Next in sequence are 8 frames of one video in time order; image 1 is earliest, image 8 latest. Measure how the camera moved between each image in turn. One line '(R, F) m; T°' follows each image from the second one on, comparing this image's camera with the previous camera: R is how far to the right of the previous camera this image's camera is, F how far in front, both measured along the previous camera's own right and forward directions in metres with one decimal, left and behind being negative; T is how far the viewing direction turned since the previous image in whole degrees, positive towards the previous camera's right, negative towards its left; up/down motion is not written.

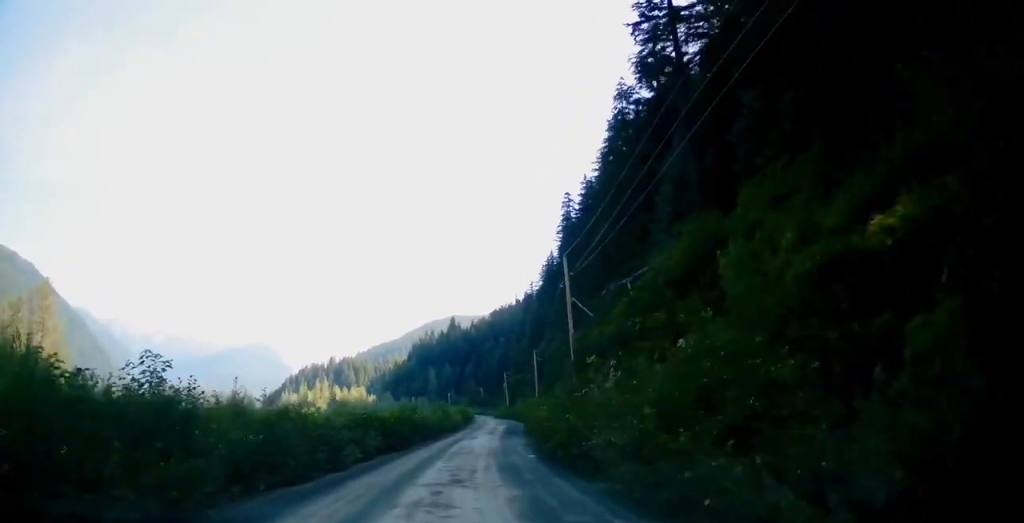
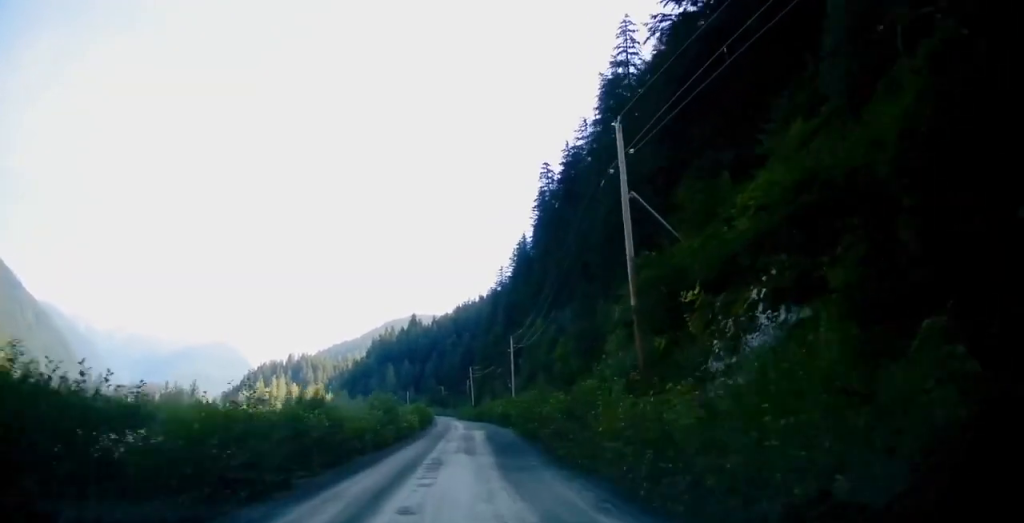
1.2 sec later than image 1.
(+1.0, +23.2) m; +4°
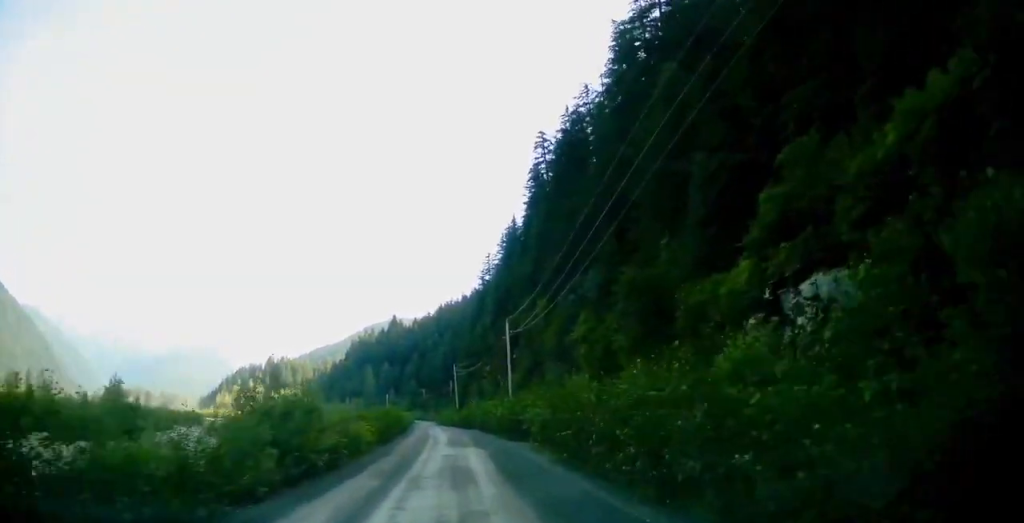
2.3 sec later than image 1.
(+0.2, +20.7) m; 0°
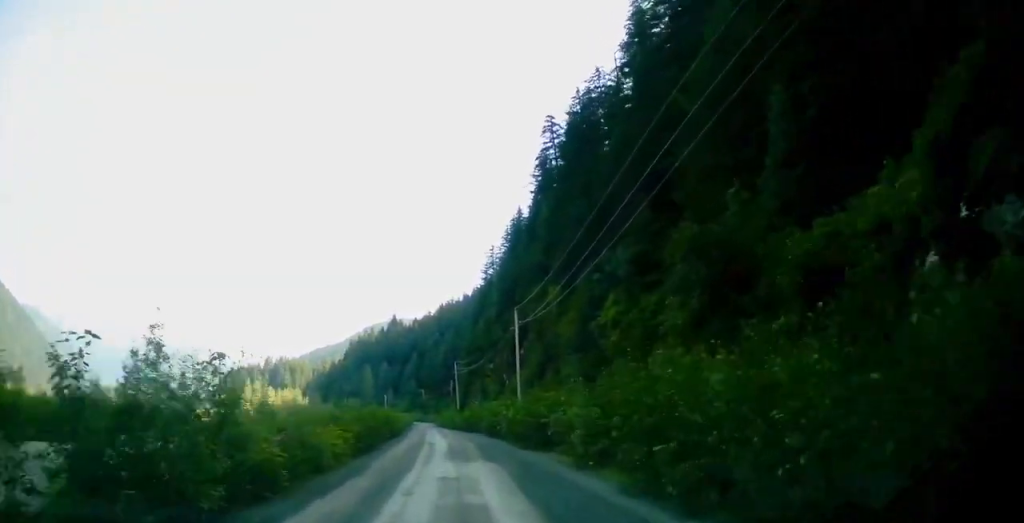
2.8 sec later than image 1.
(-0.1, +8.8) m; 0°
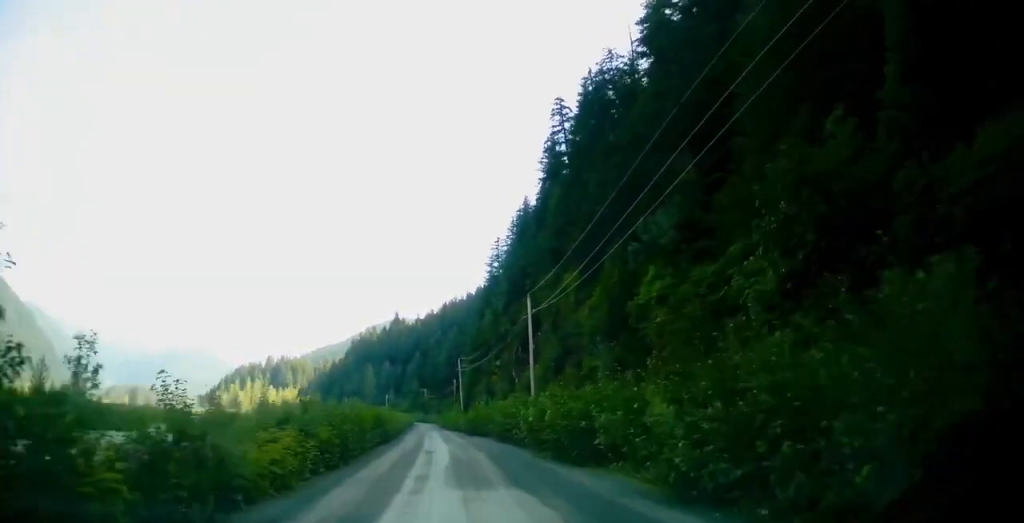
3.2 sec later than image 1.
(-0.1, +8.2) m; 0°
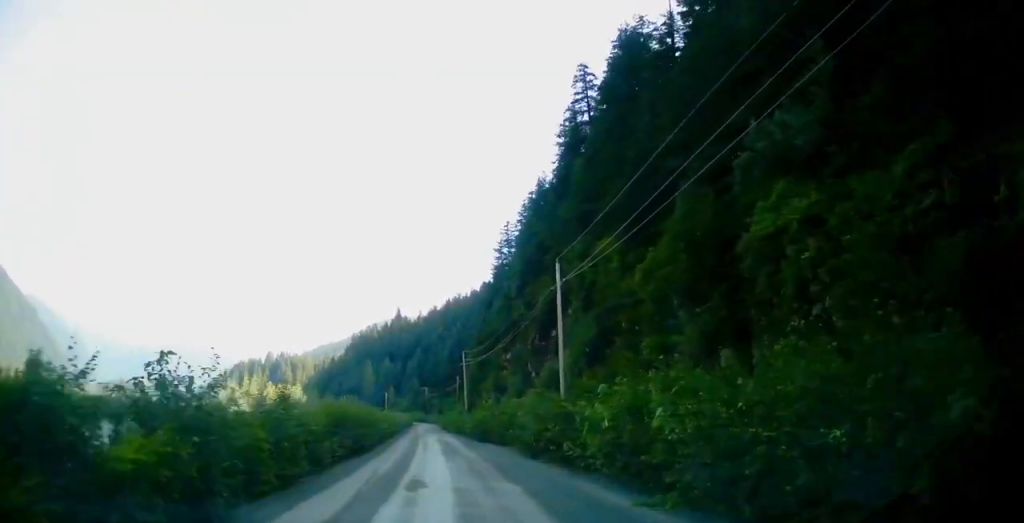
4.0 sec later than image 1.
(+0.4, +13.8) m; -1°
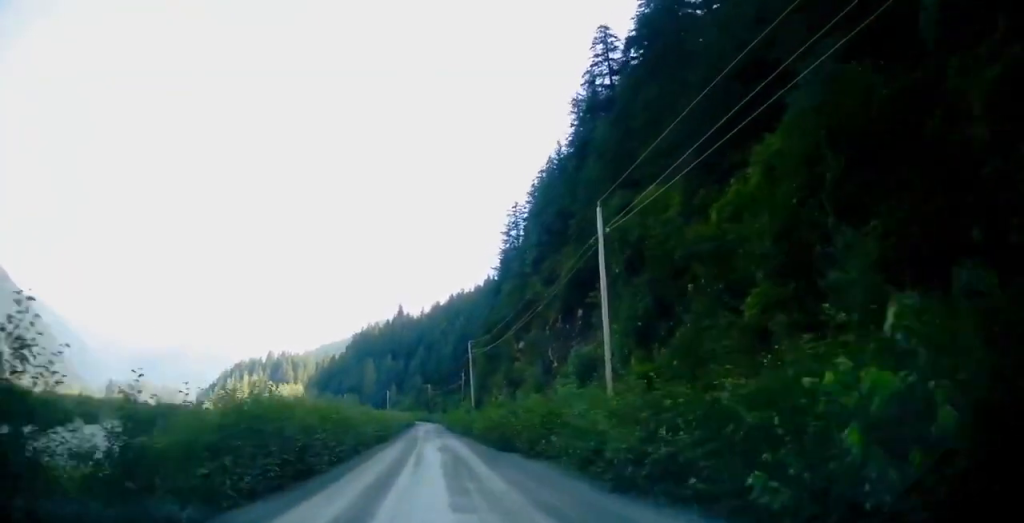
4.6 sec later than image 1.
(-0.2, +11.9) m; -1°
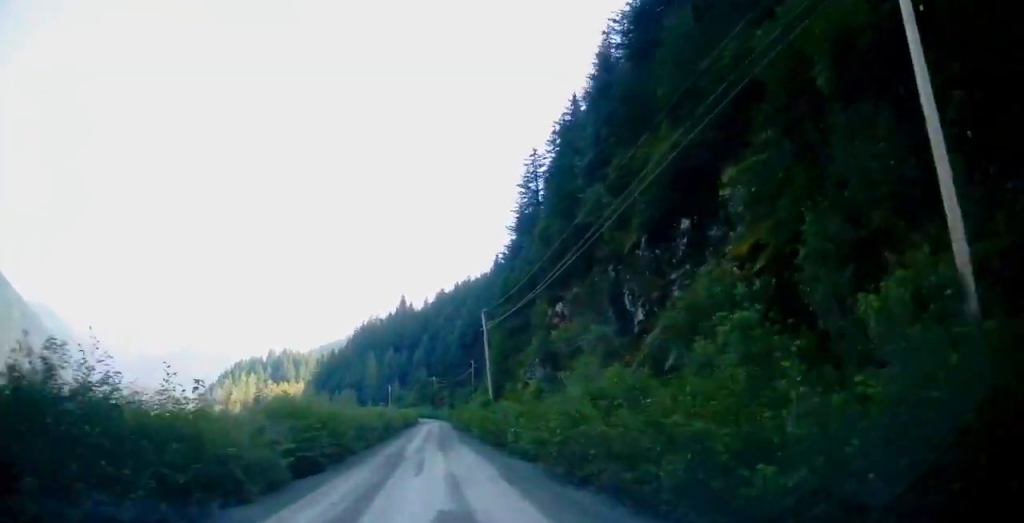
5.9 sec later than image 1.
(-0.2, +23.8) m; 0°
